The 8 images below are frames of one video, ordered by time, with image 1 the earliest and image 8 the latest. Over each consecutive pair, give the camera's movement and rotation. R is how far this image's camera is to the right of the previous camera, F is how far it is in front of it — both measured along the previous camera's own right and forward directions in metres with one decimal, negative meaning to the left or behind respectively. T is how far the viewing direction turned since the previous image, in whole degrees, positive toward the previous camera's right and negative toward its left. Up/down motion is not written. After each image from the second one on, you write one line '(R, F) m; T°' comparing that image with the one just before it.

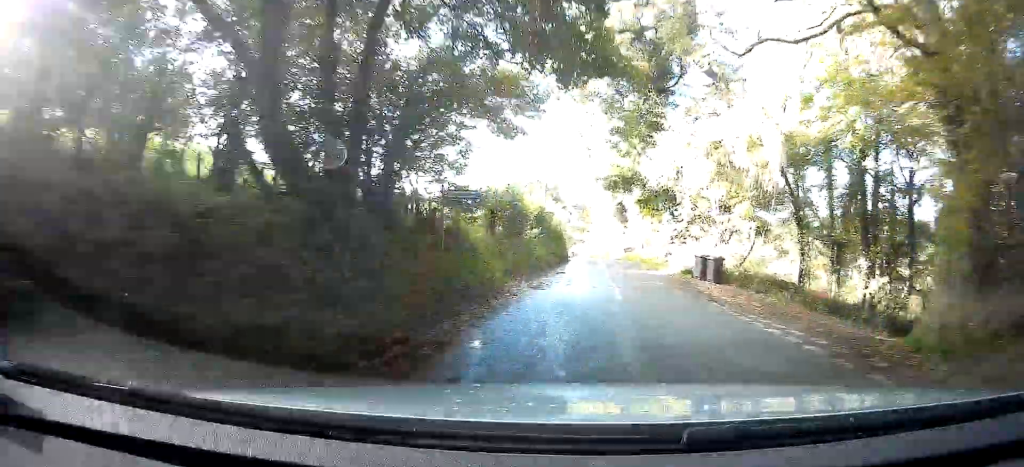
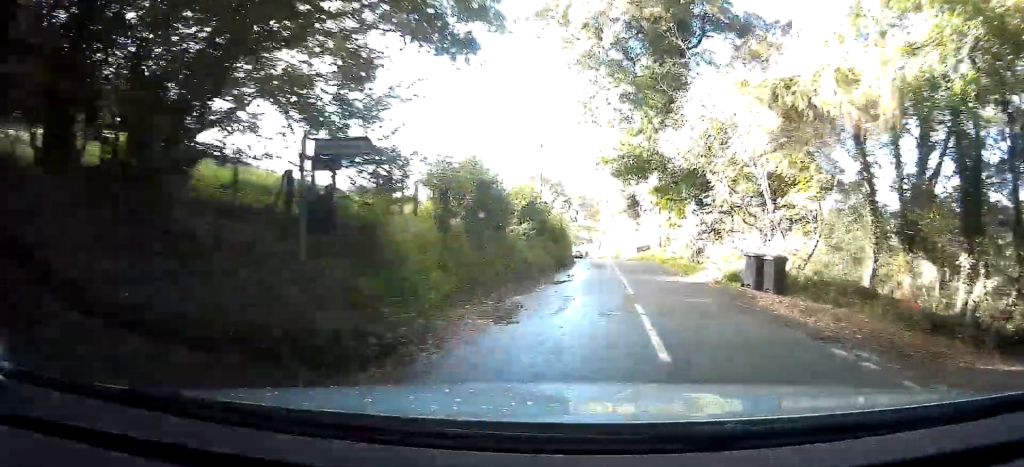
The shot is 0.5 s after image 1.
(+0.1, +7.2) m; -1°
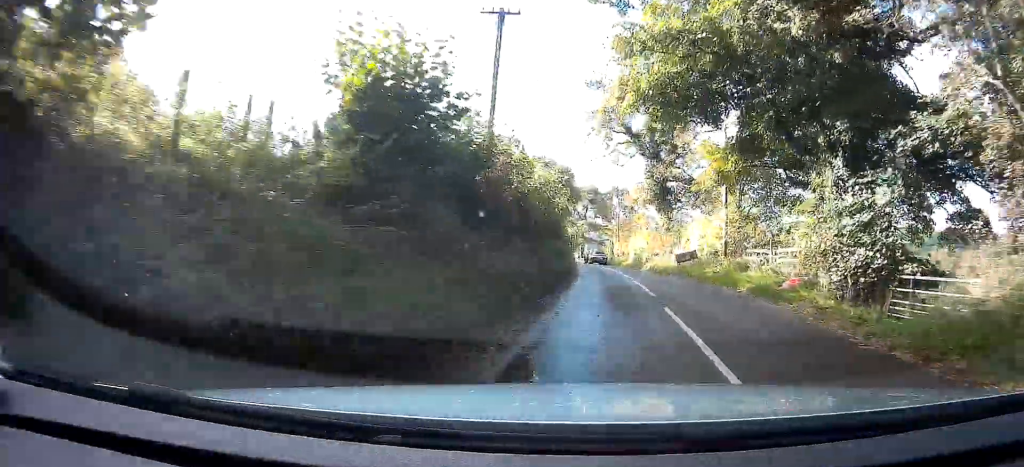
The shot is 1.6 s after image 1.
(-0.3, +16.5) m; +1°
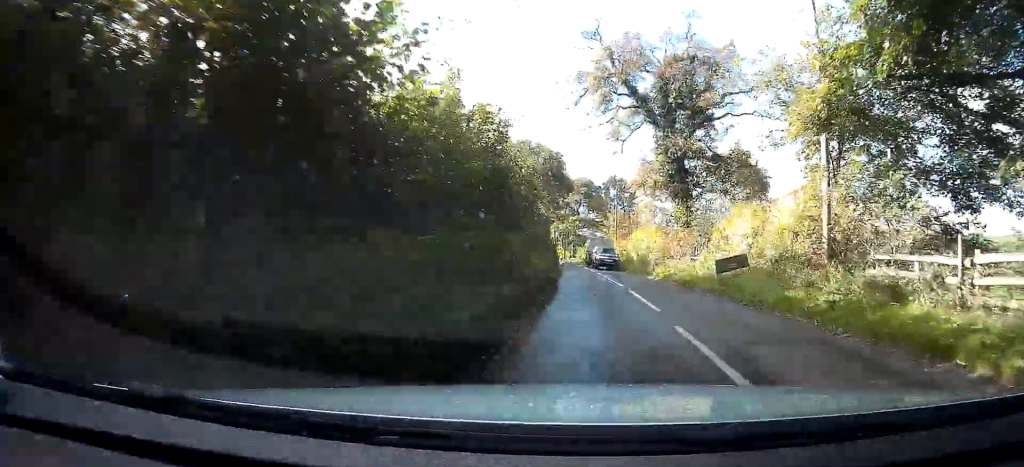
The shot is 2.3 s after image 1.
(+0.4, +10.1) m; +1°
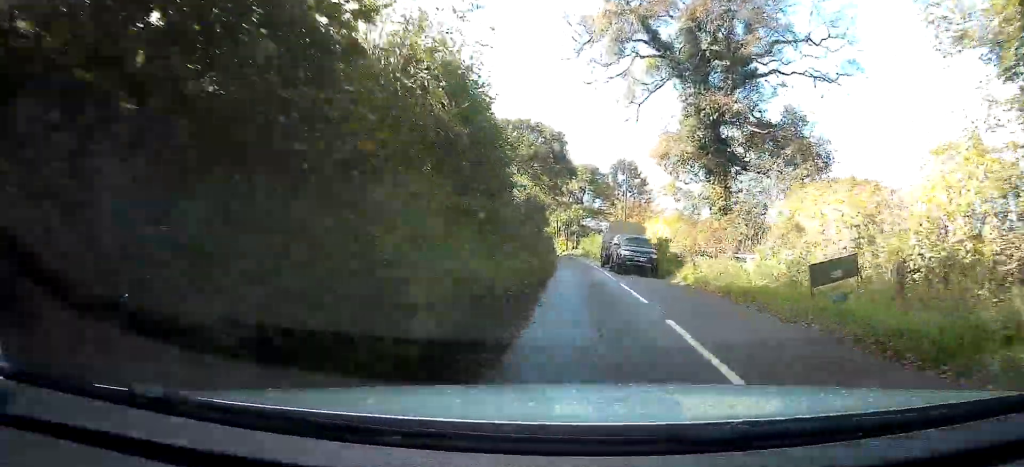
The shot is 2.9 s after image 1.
(0.0, +7.6) m; -1°
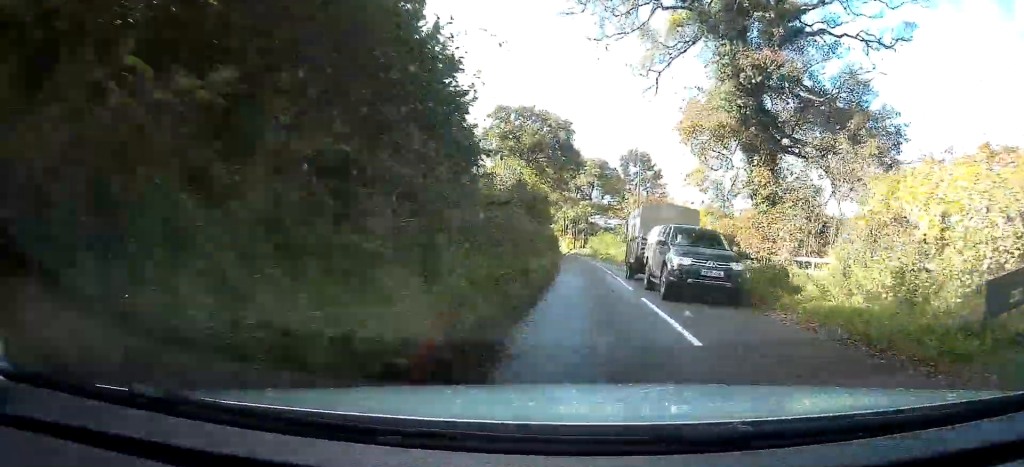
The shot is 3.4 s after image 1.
(0.0, +5.4) m; -1°
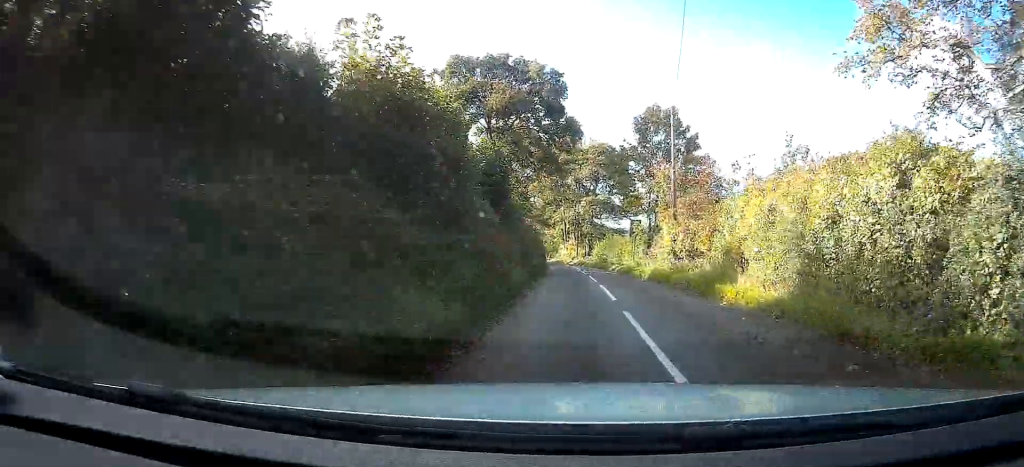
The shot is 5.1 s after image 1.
(-0.3, +18.7) m; -2°
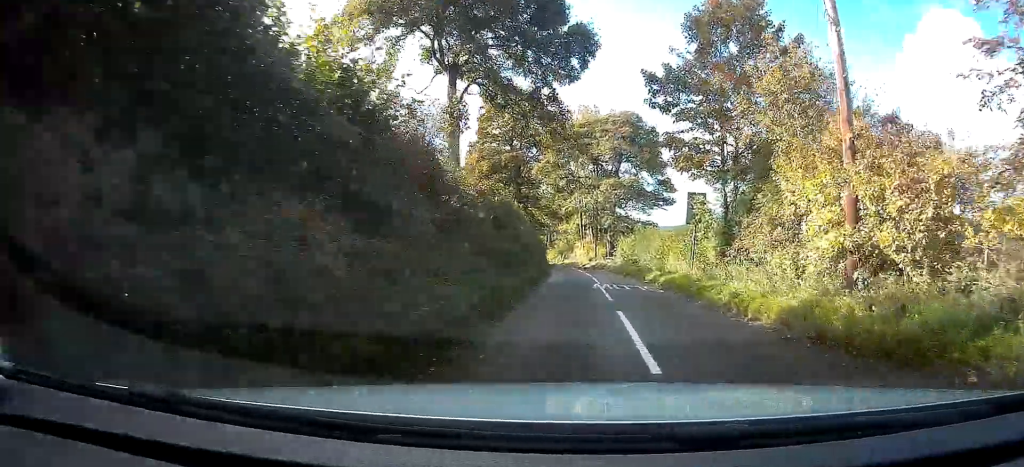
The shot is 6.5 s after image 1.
(-0.4, +16.2) m; -2°
